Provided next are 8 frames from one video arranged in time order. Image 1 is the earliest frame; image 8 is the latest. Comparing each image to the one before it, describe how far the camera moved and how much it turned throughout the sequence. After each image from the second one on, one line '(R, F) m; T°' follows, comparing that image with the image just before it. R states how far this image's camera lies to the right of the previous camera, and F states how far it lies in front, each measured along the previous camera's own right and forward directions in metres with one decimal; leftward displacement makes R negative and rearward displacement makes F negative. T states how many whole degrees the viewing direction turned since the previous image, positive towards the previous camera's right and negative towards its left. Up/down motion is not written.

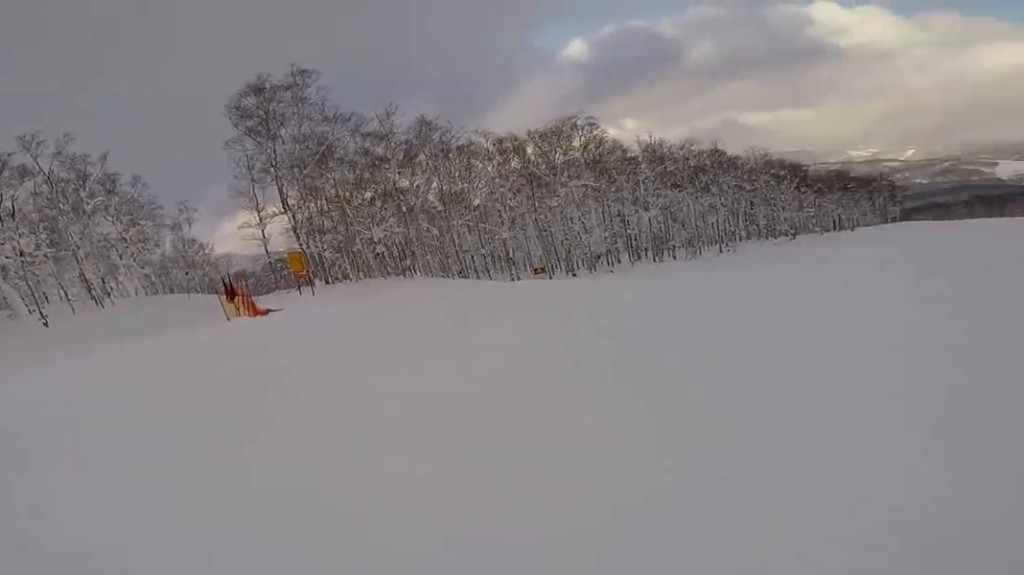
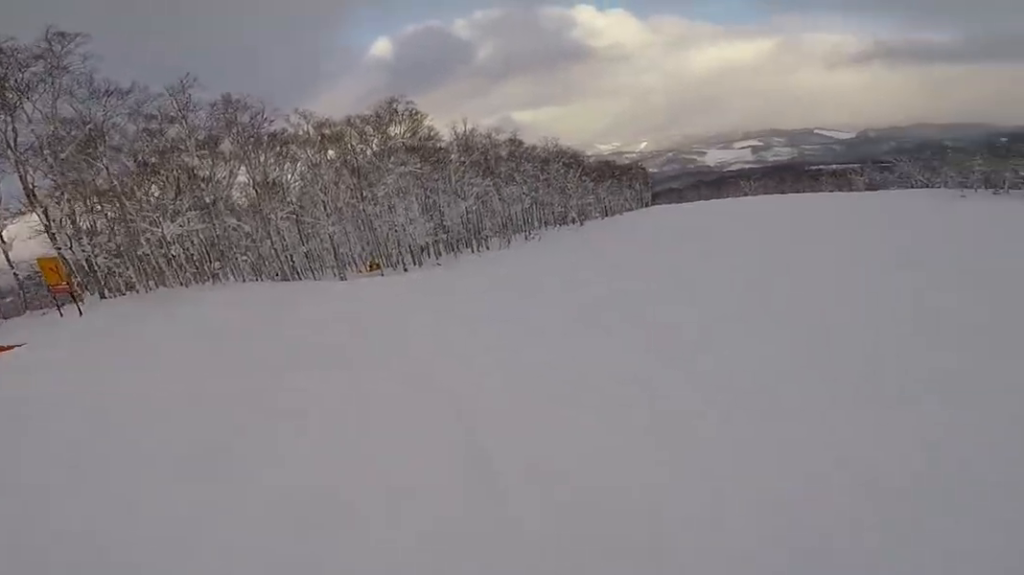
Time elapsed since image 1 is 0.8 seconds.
(+1.5, +5.4) m; +25°
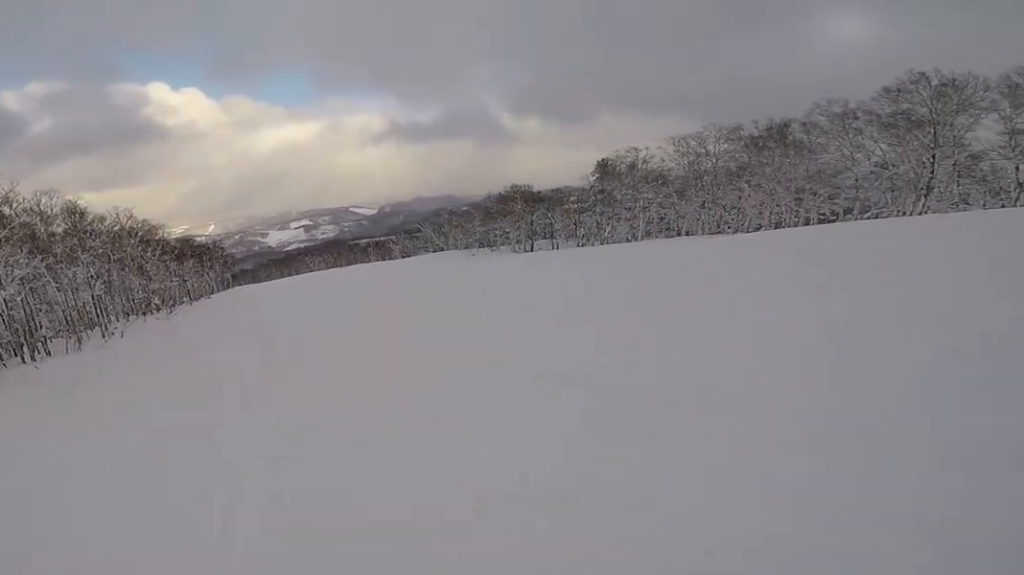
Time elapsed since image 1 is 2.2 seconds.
(+3.4, +9.2) m; +35°
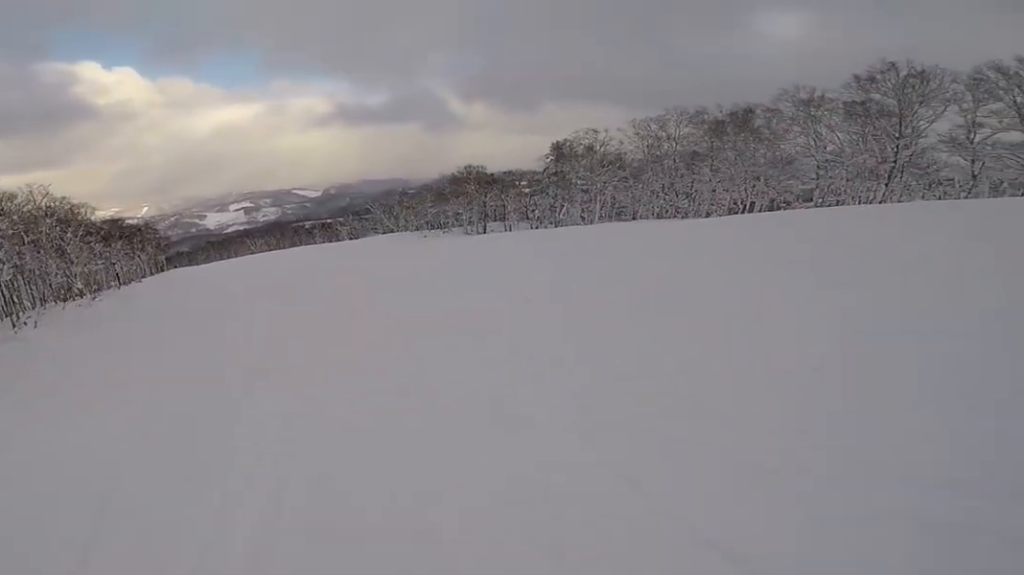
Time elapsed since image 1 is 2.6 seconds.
(+0.5, +3.6) m; +7°
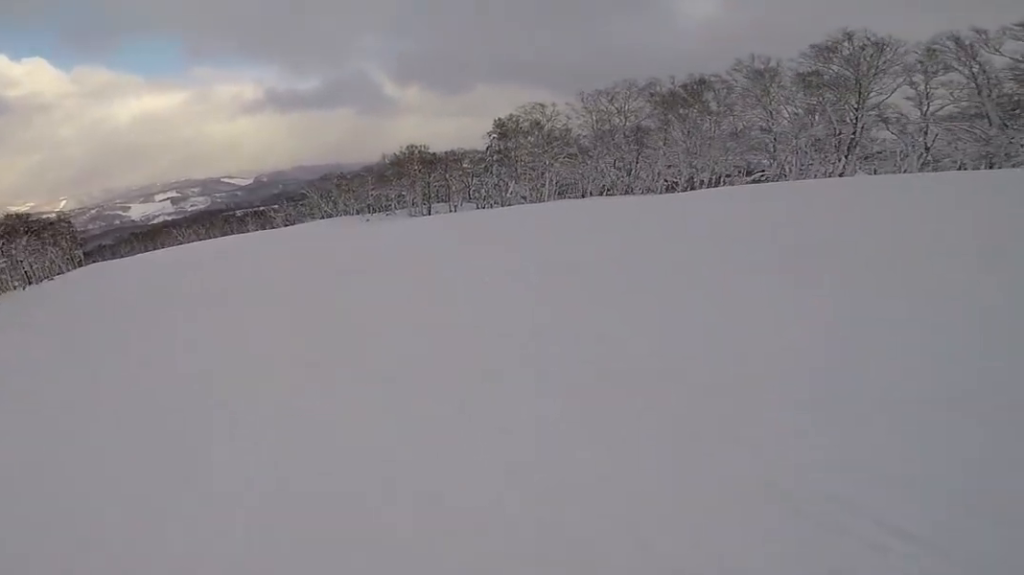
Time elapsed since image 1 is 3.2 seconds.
(+0.4, +4.4) m; +10°
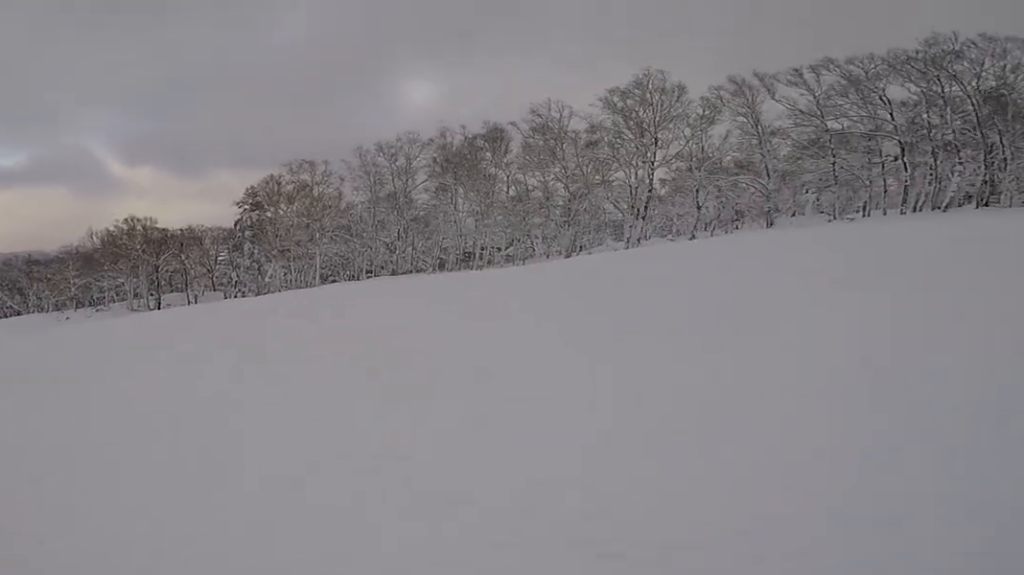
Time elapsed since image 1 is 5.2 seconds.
(+3.8, +13.6) m; +27°
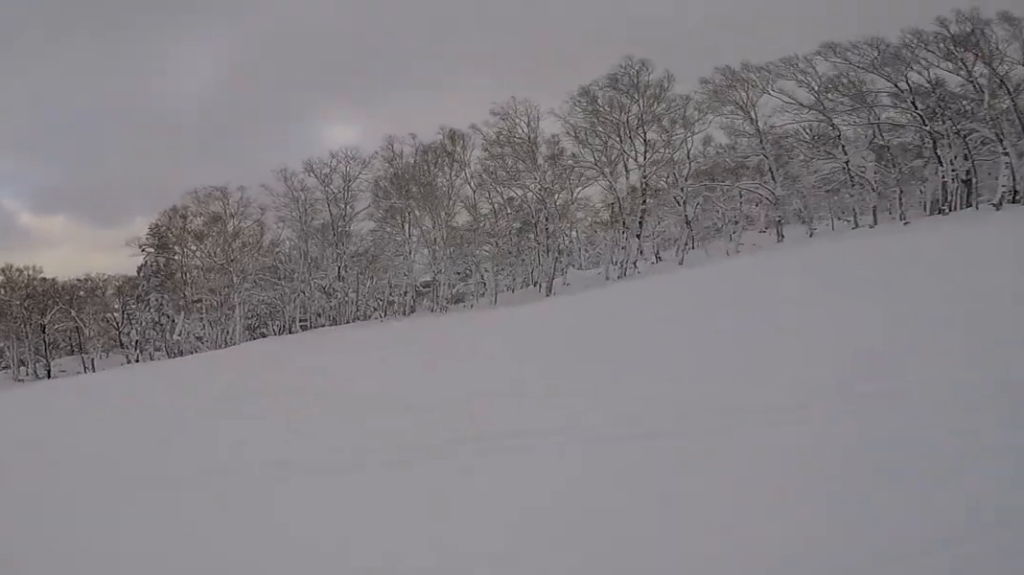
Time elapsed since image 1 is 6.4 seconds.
(+0.7, +8.4) m; +8°
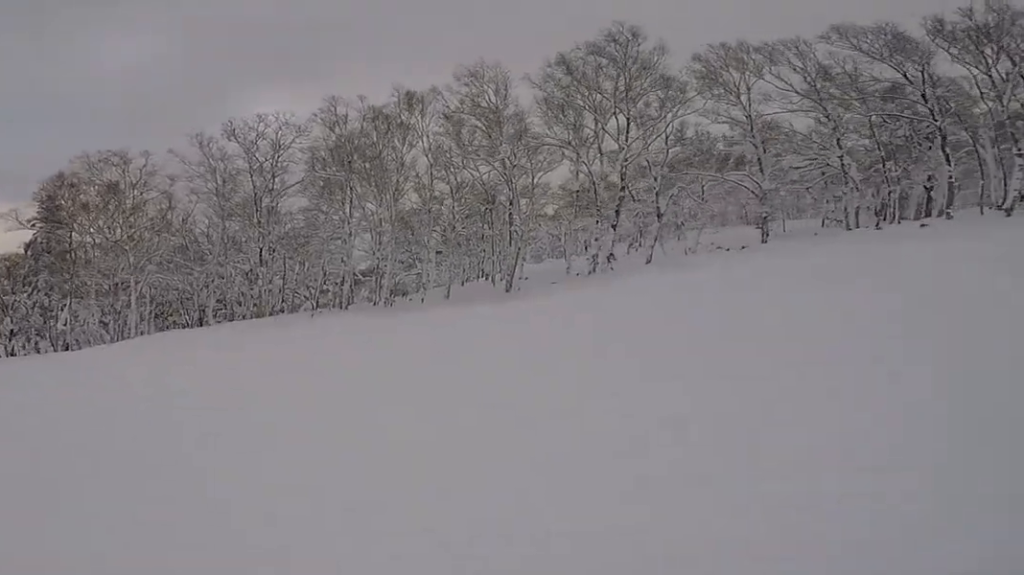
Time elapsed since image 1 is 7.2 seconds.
(+0.3, +5.2) m; -2°
